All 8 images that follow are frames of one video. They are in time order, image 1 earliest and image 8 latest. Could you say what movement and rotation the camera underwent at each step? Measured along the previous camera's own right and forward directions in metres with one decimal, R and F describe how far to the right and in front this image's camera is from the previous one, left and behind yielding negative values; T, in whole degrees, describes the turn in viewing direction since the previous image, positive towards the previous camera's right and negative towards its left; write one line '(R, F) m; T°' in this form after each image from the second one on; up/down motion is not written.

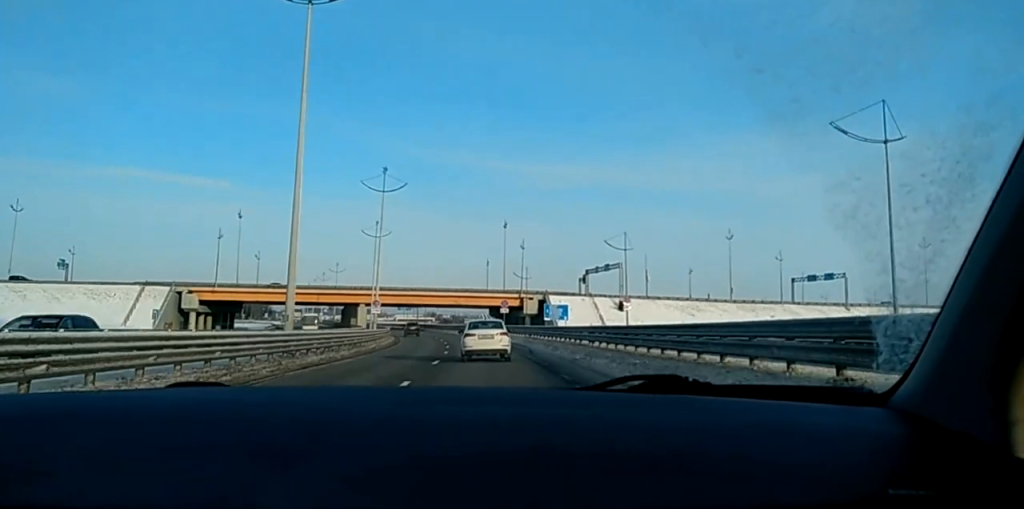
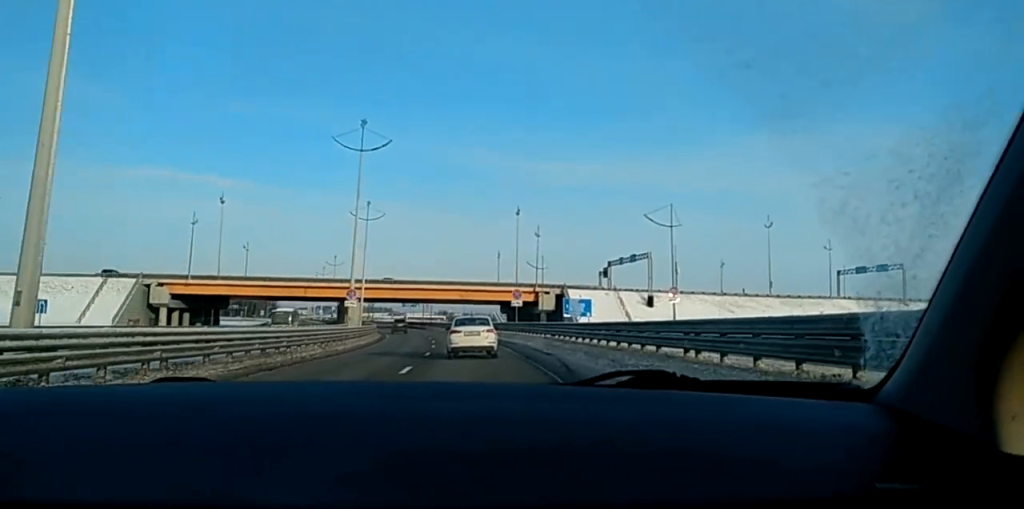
(-0.4, +18.9) m; -4°
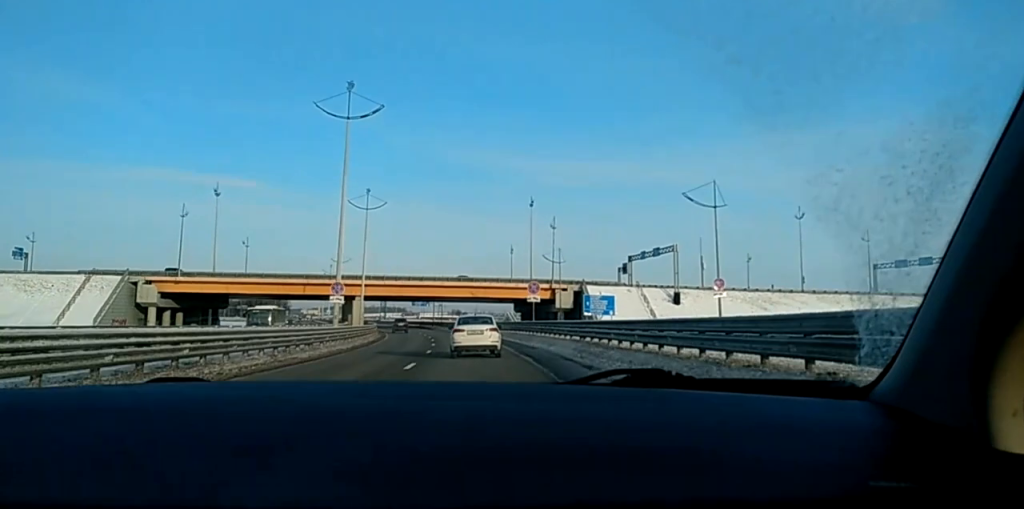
(-0.3, +10.5) m; -1°
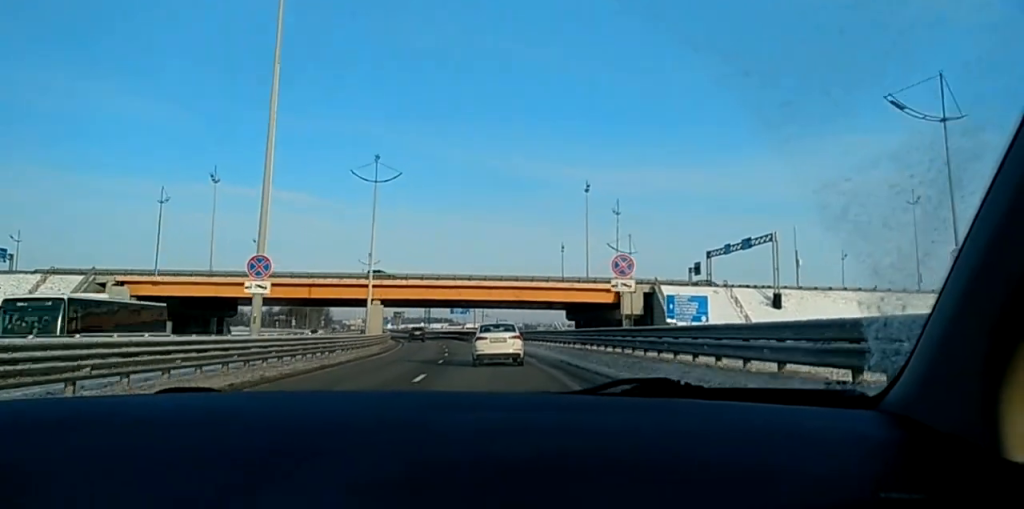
(-0.7, +26.5) m; -2°
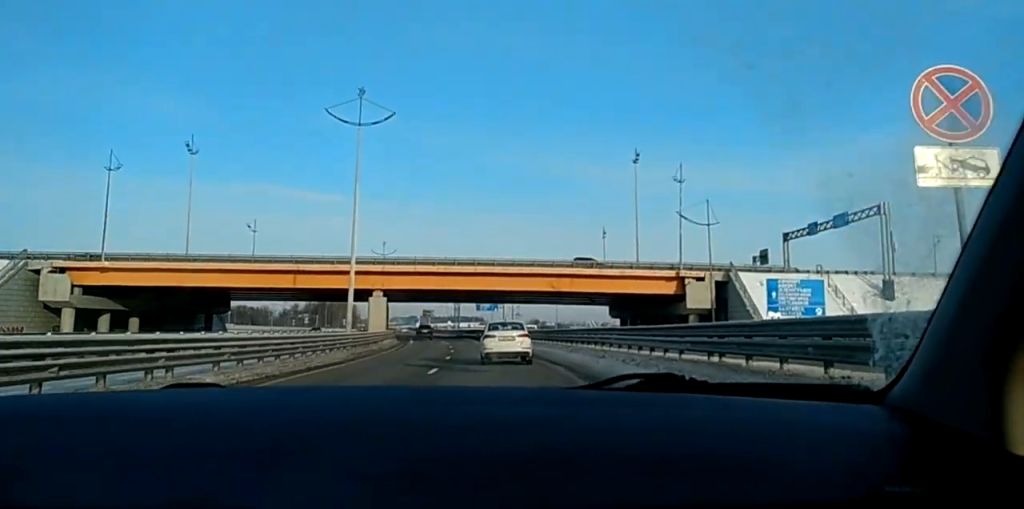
(-0.1, +22.2) m; -1°
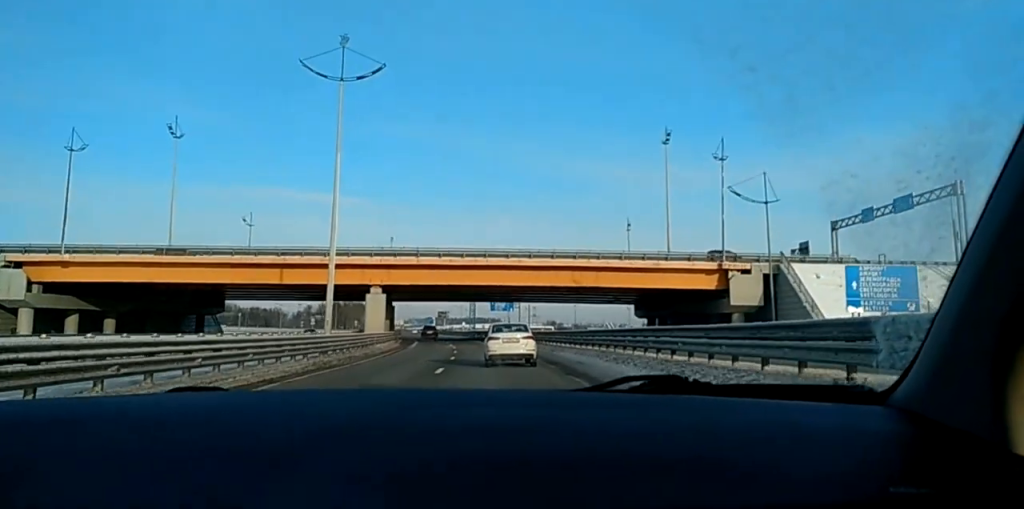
(-0.3, +10.6) m; -1°
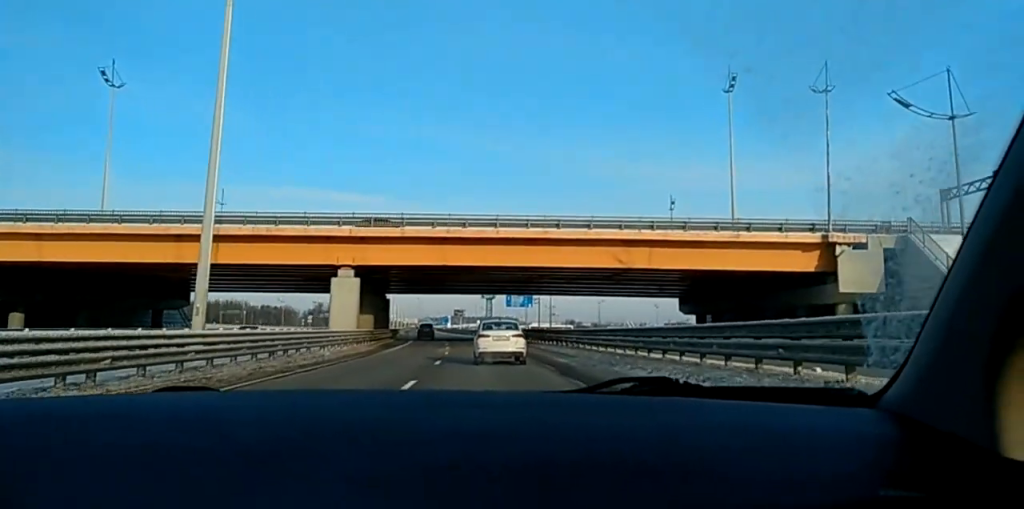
(+0.2, +20.2) m; -2°
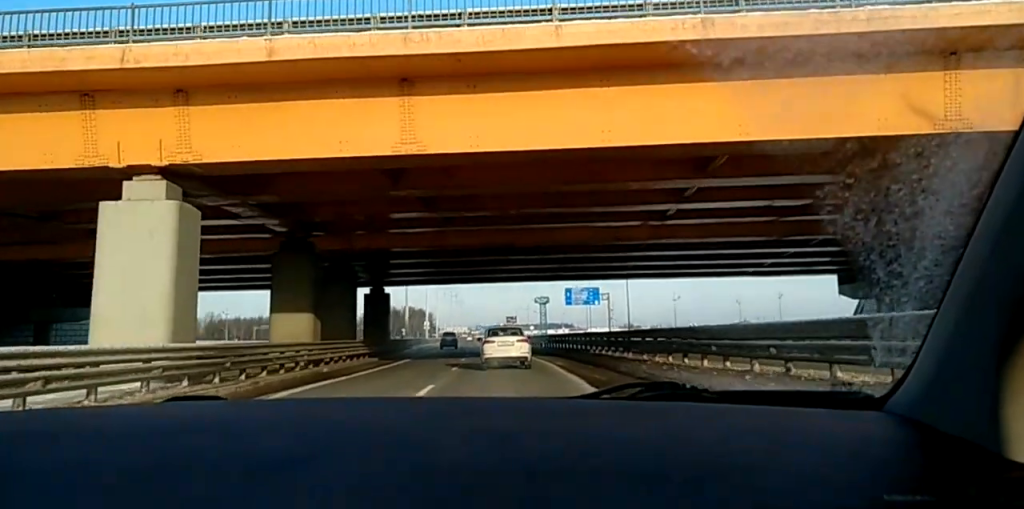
(-1.1, +34.8) m; -2°
